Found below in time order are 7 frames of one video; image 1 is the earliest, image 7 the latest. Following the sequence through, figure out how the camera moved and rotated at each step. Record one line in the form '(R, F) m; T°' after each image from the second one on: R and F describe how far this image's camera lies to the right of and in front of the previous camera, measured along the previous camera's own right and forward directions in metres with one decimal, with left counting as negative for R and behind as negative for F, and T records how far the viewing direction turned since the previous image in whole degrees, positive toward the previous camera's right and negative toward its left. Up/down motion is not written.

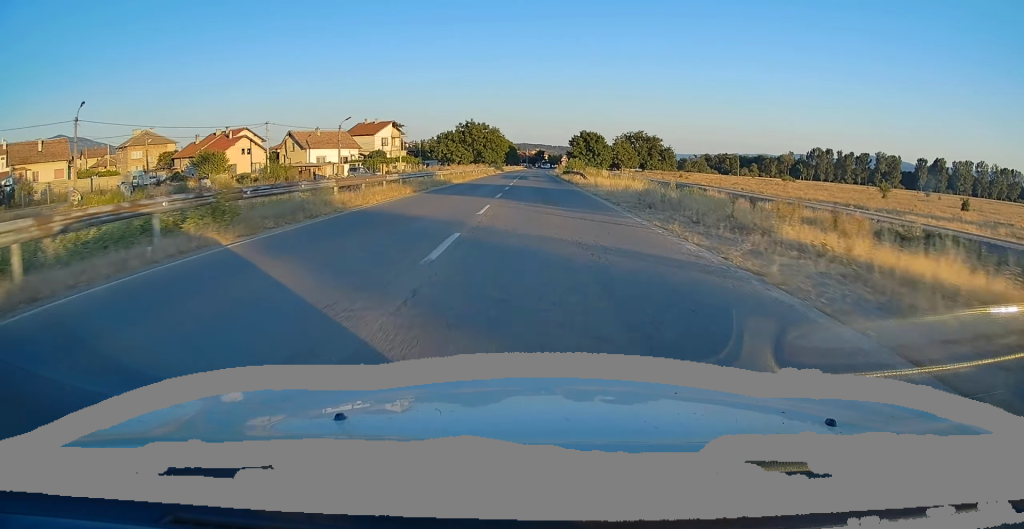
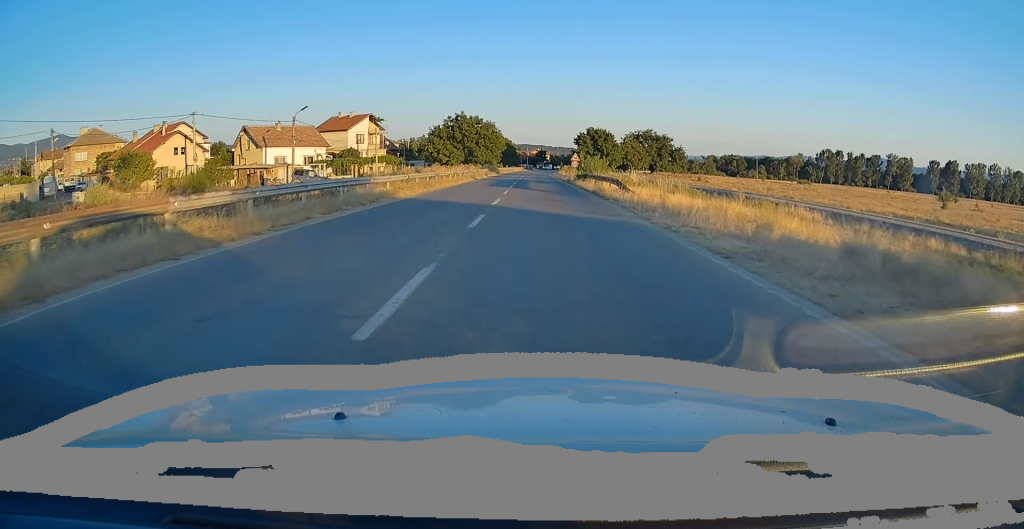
(0.0, +19.0) m; 0°
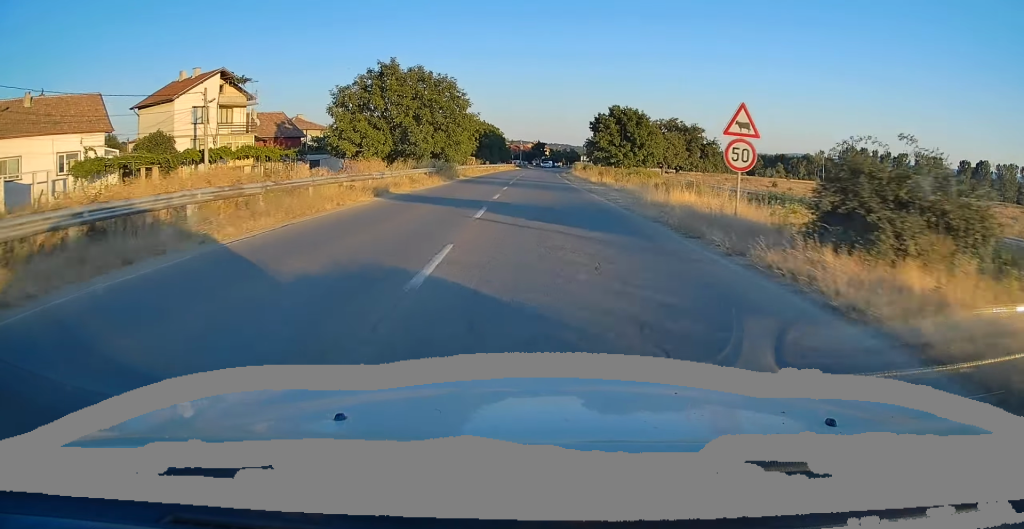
(-0.1, +52.6) m; +1°
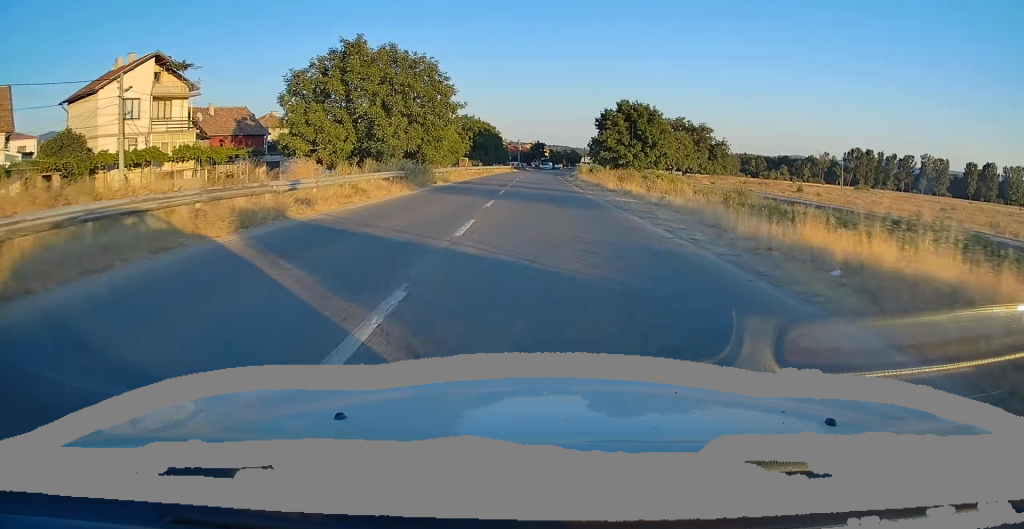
(0.0, +11.1) m; 0°
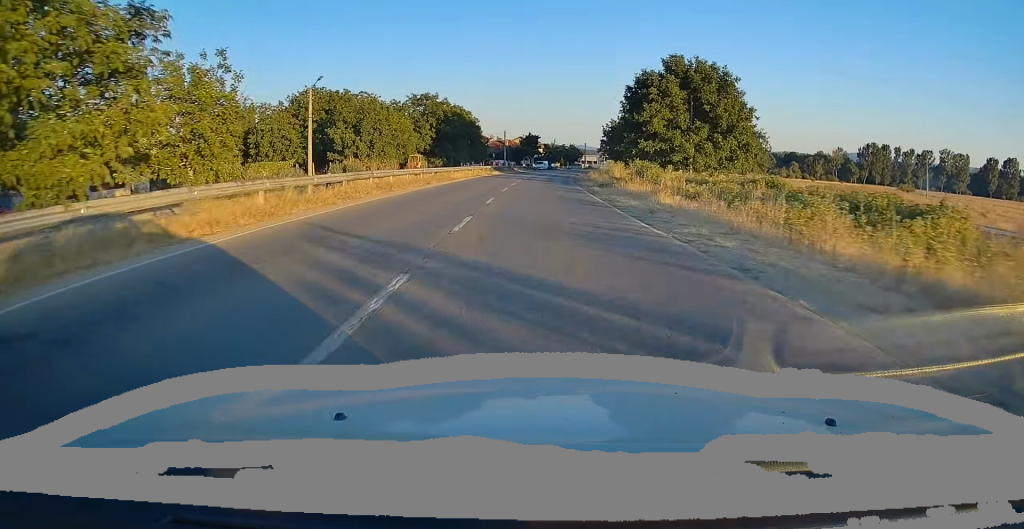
(0.0, +39.0) m; 0°
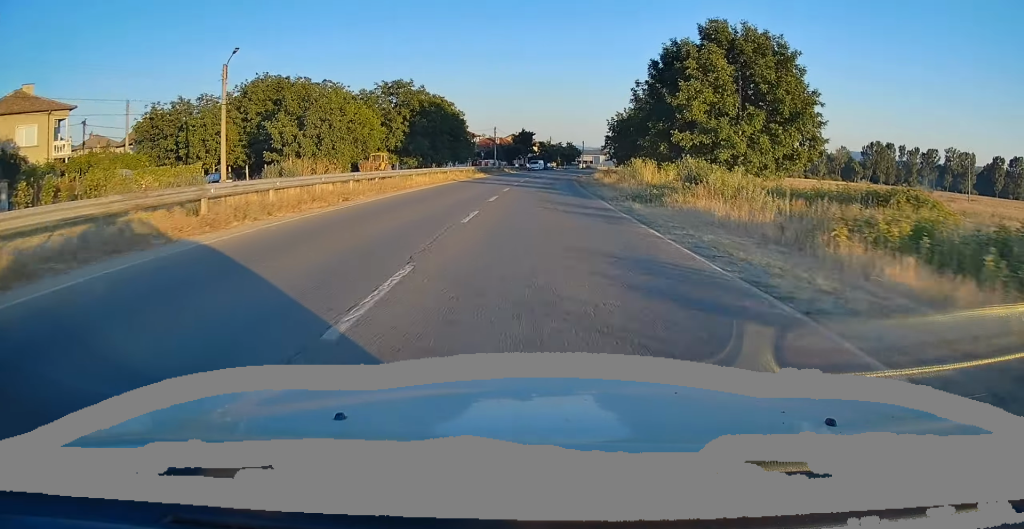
(-0.1, +14.3) m; +1°
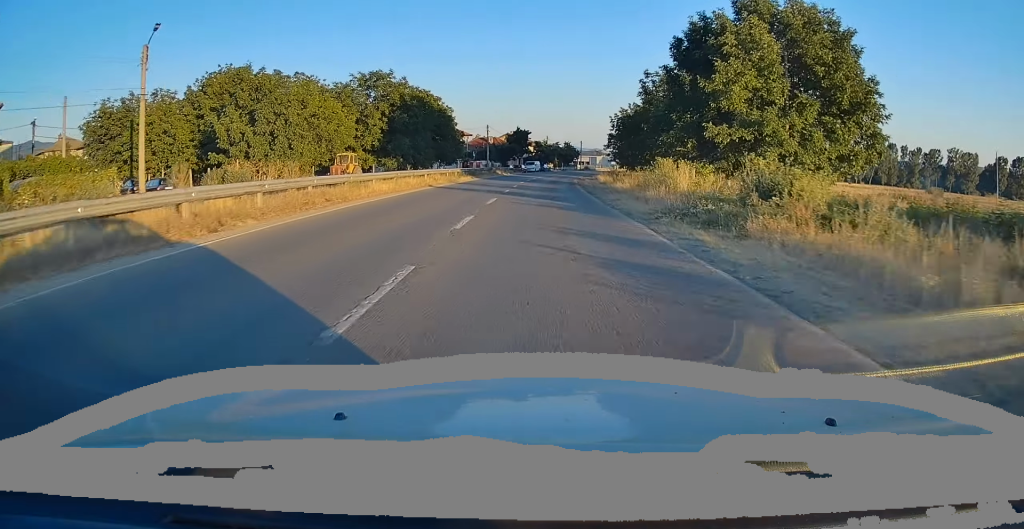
(+0.2, +8.4) m; 0°
